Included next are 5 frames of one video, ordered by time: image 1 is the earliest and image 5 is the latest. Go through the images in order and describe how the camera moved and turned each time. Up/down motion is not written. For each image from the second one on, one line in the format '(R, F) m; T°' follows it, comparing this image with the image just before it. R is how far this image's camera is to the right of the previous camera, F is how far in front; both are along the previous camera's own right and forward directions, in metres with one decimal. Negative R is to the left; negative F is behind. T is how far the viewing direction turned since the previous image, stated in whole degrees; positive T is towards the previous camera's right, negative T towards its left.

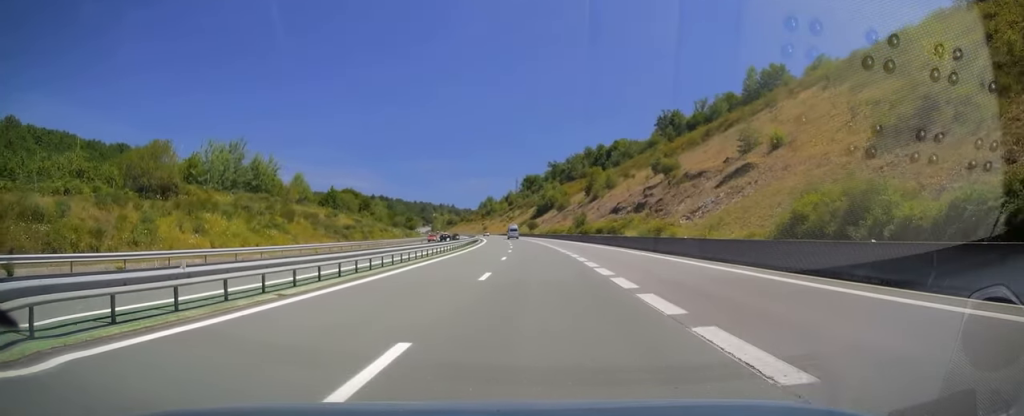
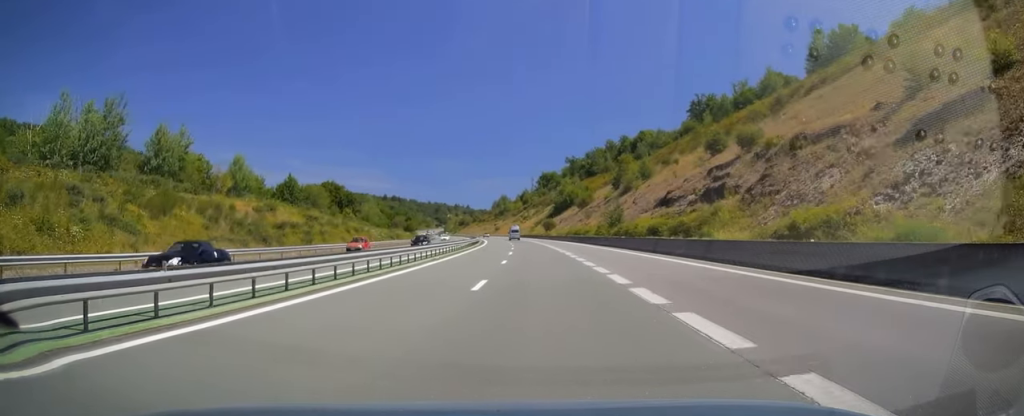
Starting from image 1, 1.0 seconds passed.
(-0.2, +28.9) m; -1°
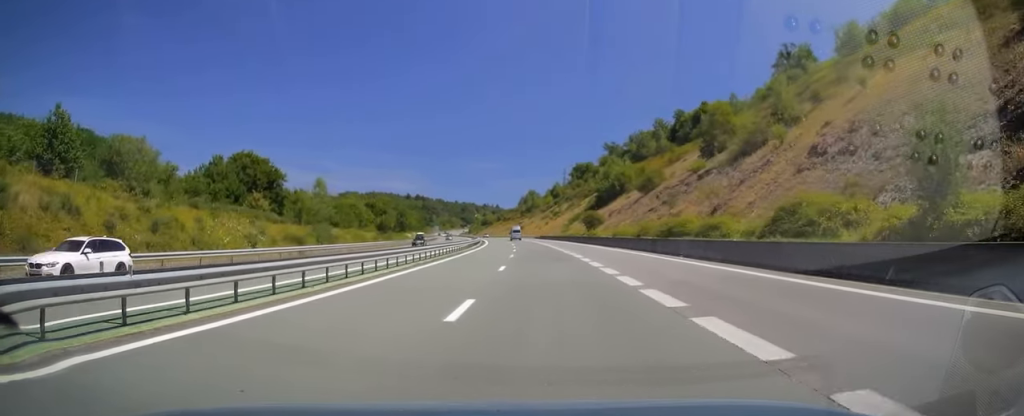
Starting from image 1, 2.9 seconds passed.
(-2.1, +57.4) m; -4°
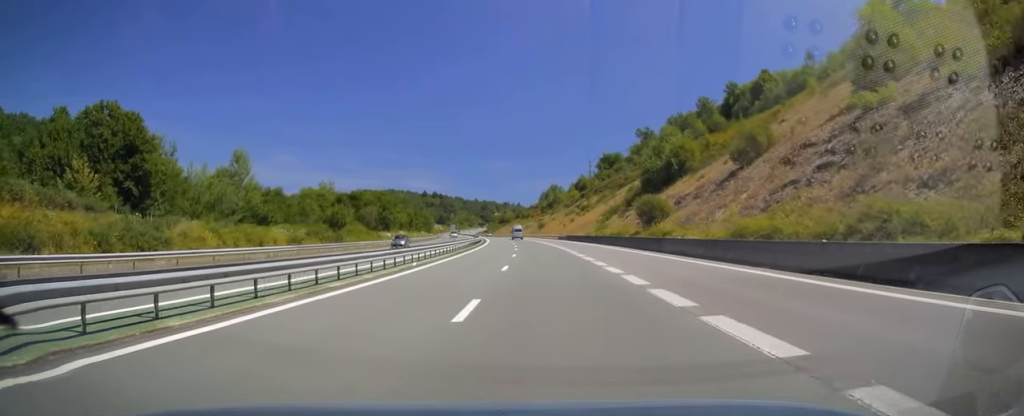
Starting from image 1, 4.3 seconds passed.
(-0.8, +39.3) m; -2°
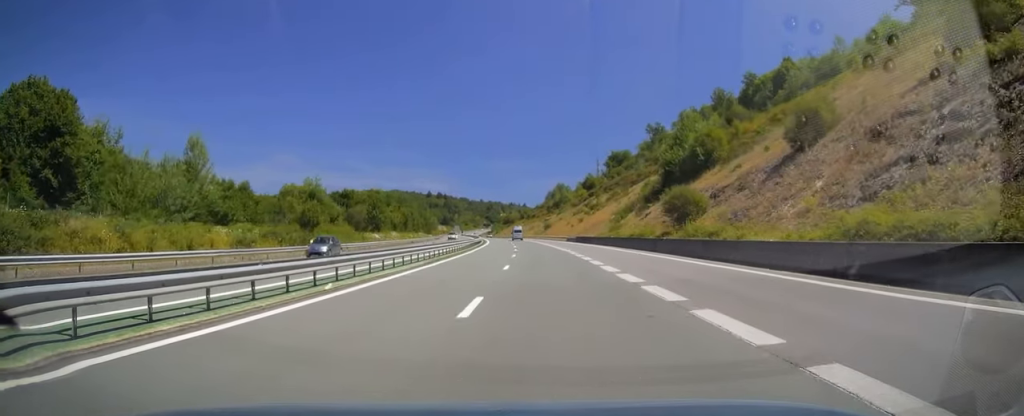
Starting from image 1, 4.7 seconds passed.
(-0.2, +12.4) m; -1°
